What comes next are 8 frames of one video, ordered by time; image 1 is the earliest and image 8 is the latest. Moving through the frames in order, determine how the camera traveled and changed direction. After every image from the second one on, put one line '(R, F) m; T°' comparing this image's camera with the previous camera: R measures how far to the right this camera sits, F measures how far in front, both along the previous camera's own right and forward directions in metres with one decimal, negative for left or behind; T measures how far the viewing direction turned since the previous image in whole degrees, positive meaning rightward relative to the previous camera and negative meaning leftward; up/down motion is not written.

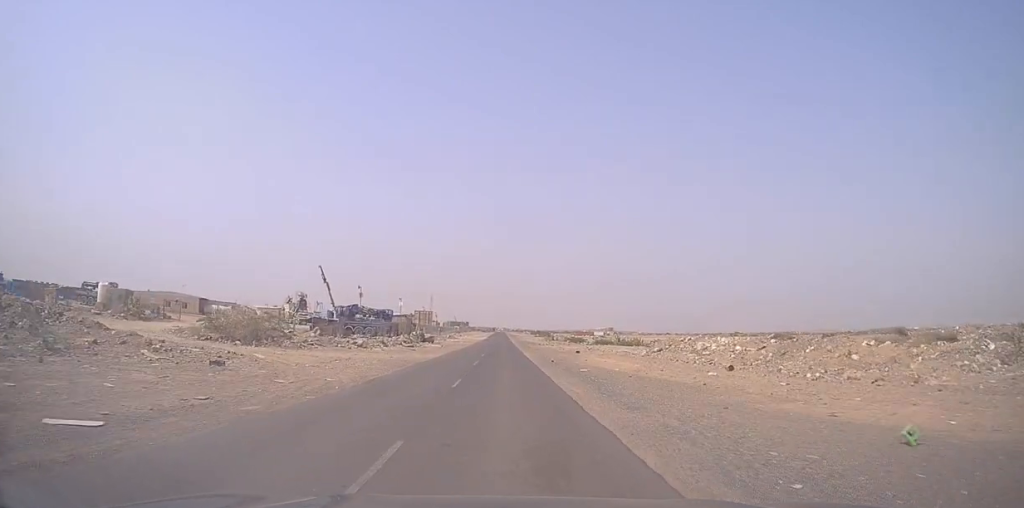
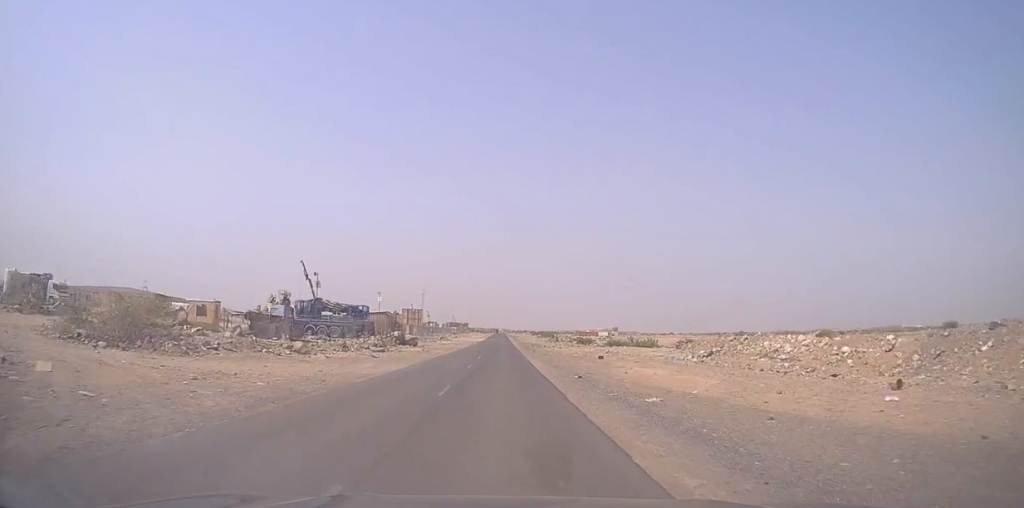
(-0.1, +15.0) m; -2°
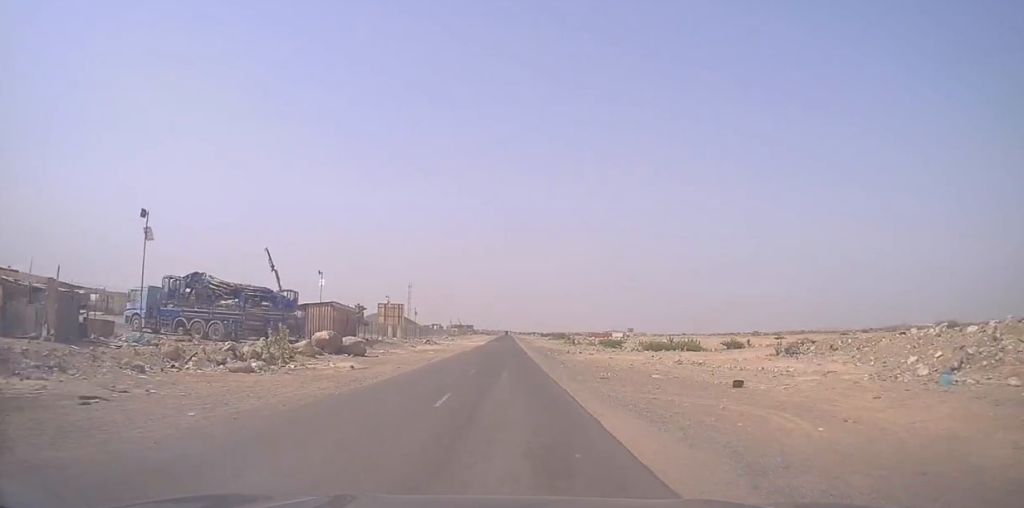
(+0.1, +26.7) m; +1°
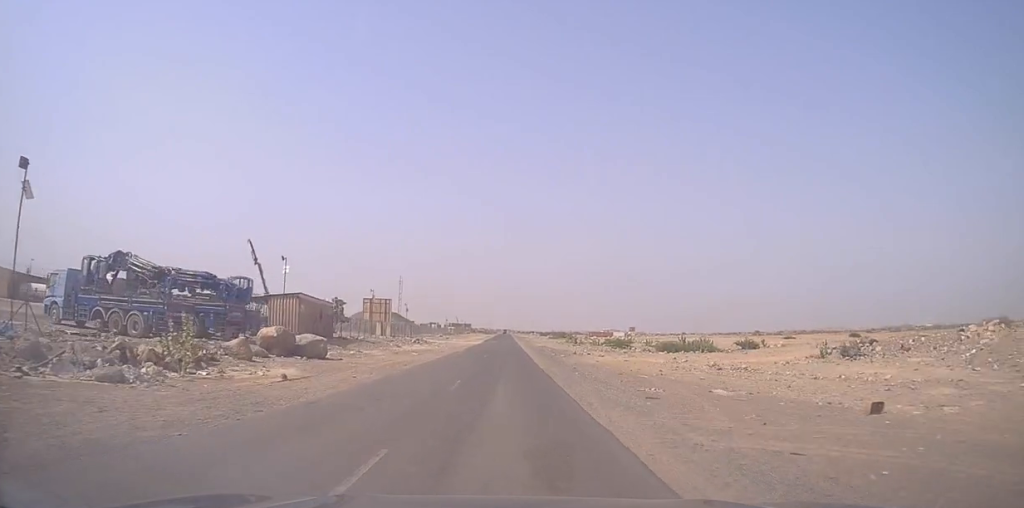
(-0.2, +8.3) m; -1°
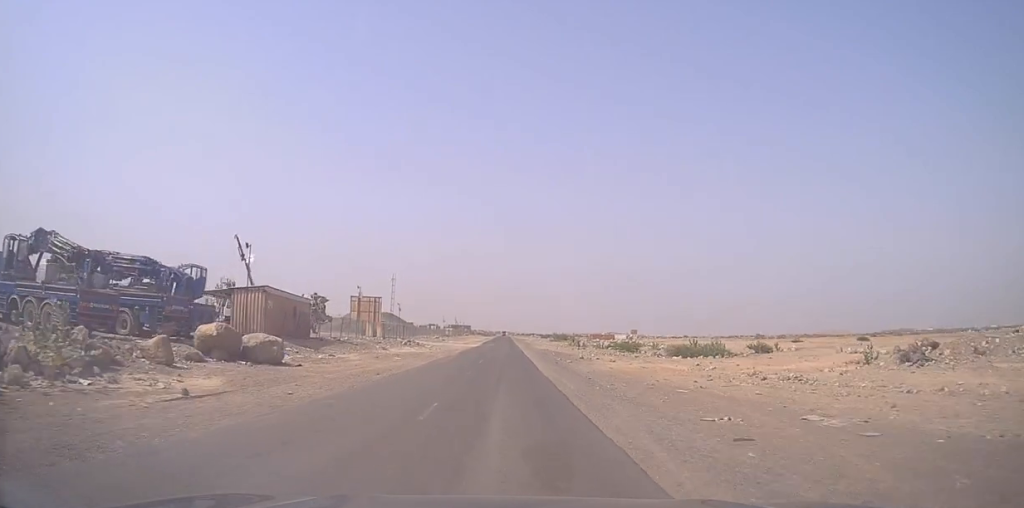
(-0.1, +6.4) m; -1°
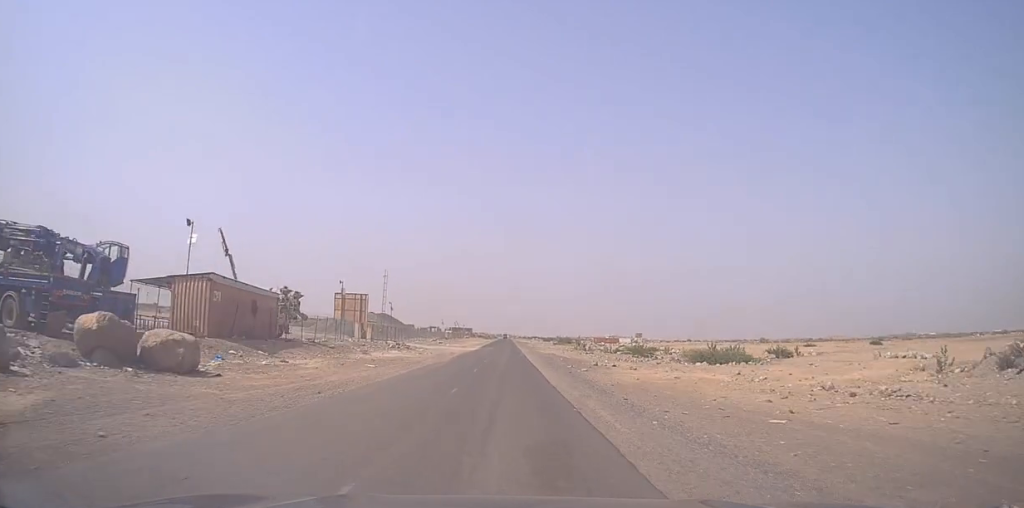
(0.0, +7.8) m; 0°
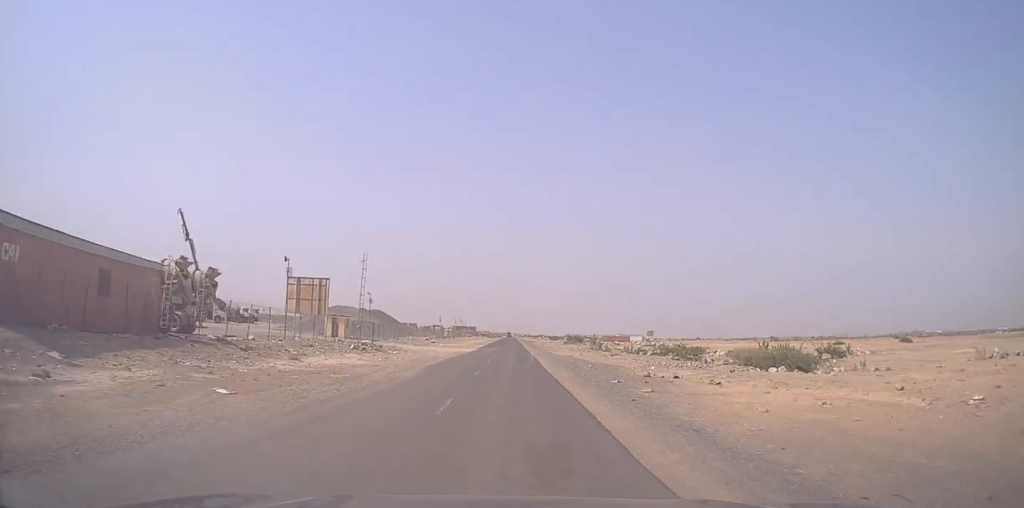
(0.0, +15.8) m; 0°
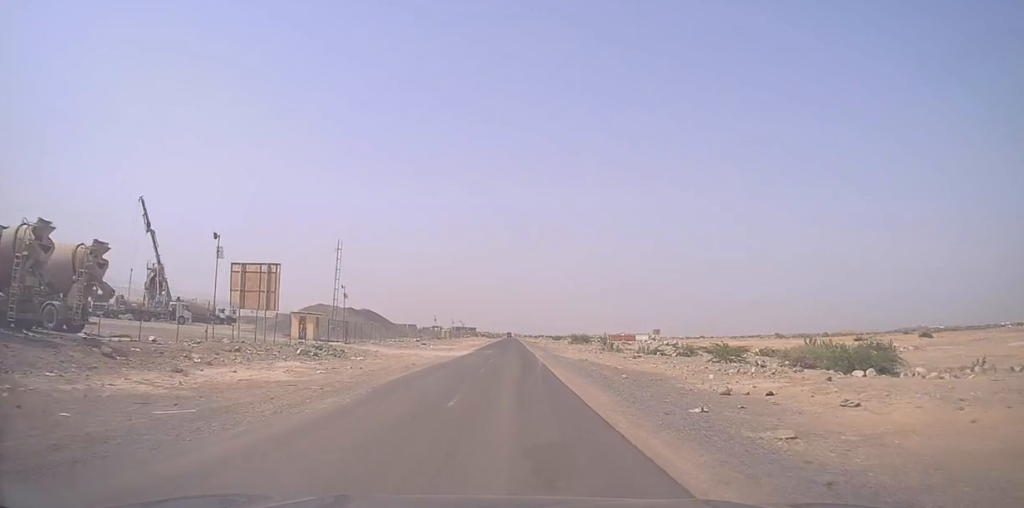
(0.0, +10.9) m; 0°
